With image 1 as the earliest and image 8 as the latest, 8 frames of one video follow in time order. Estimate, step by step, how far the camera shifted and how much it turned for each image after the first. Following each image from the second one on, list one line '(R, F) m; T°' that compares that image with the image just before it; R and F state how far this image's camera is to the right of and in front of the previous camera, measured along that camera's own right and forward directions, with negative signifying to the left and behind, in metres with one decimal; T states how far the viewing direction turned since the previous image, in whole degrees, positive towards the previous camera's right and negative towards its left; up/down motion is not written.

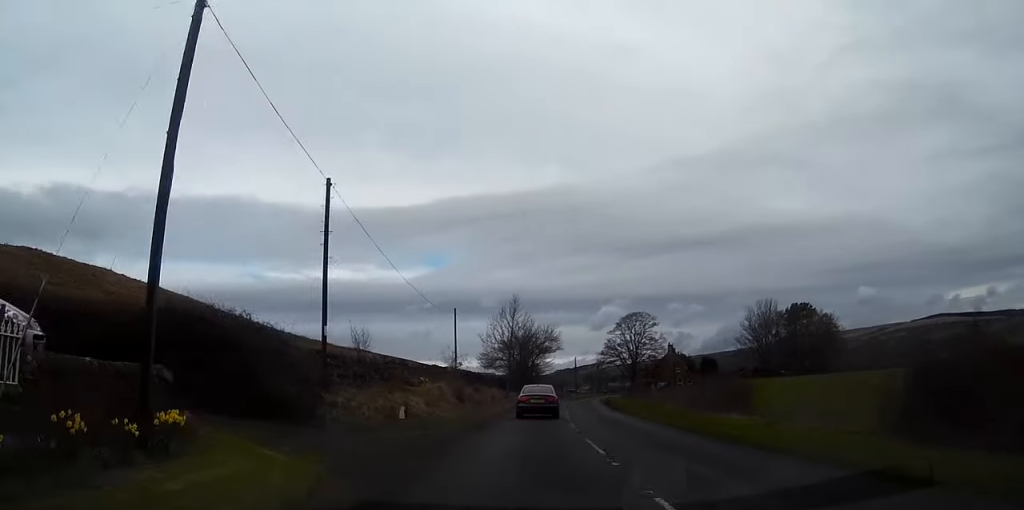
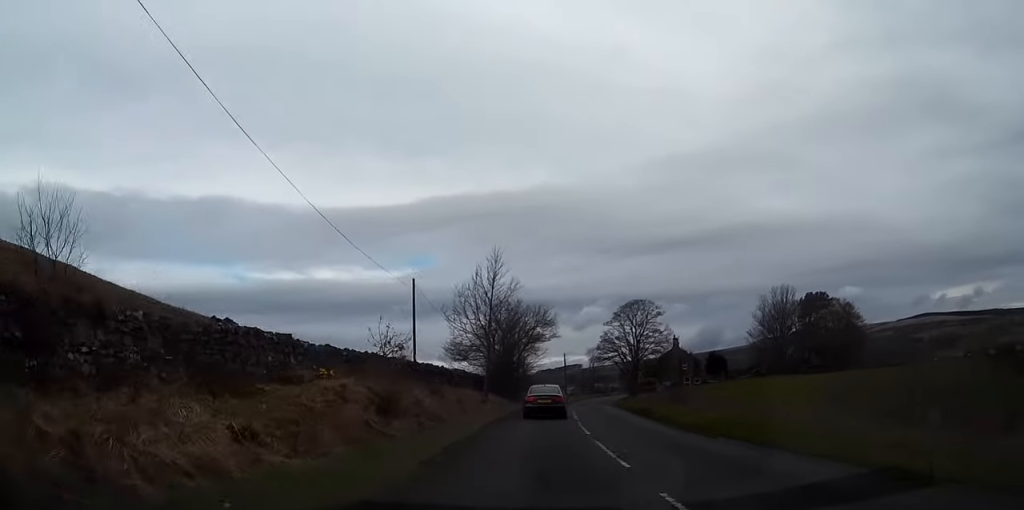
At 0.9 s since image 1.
(-0.1, +18.1) m; +1°
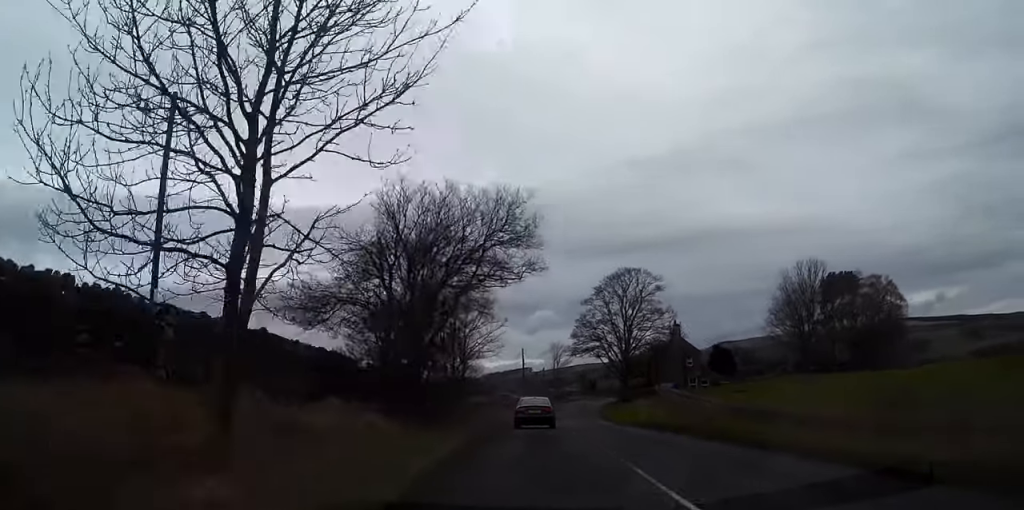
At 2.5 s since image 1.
(+1.0, +31.6) m; +4°
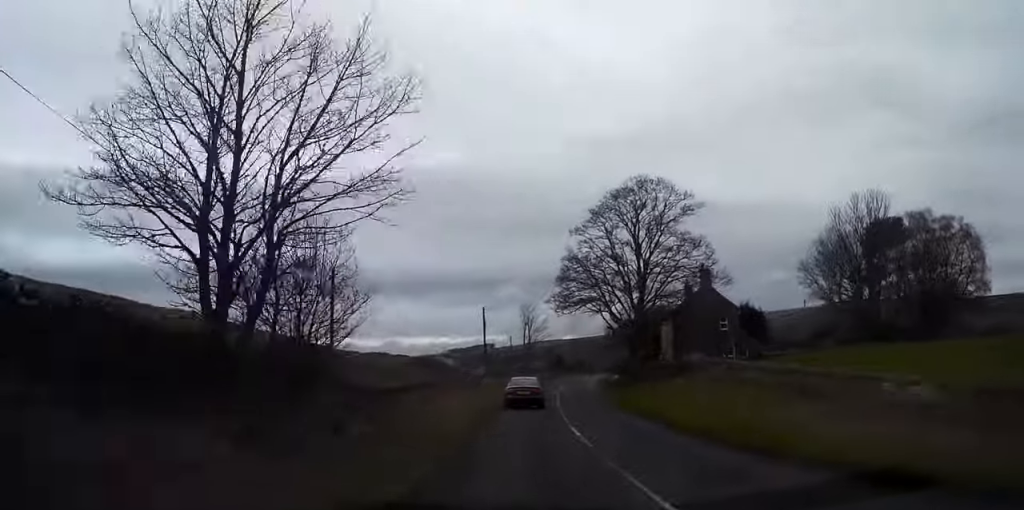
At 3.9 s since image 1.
(+0.6, +26.8) m; +2°
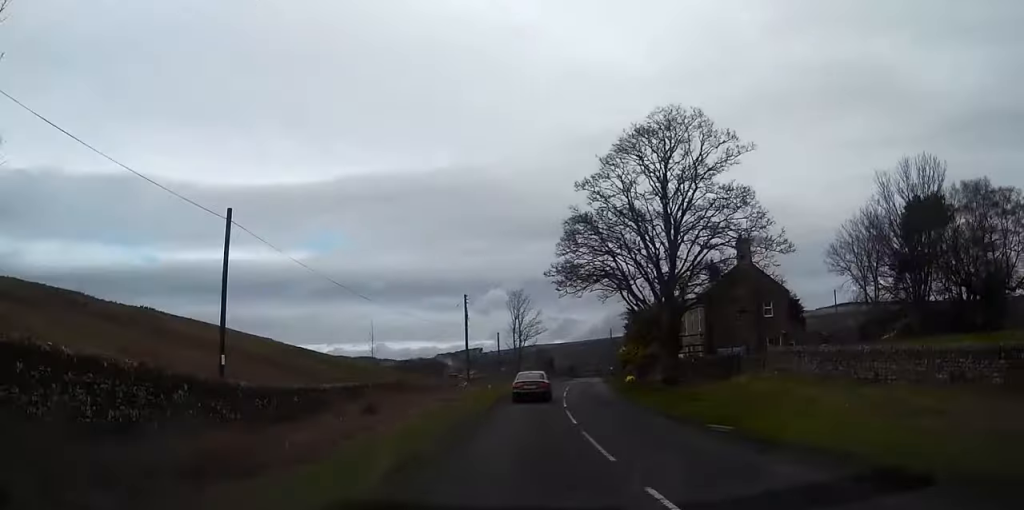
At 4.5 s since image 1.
(+0.2, +13.1) m; +1°
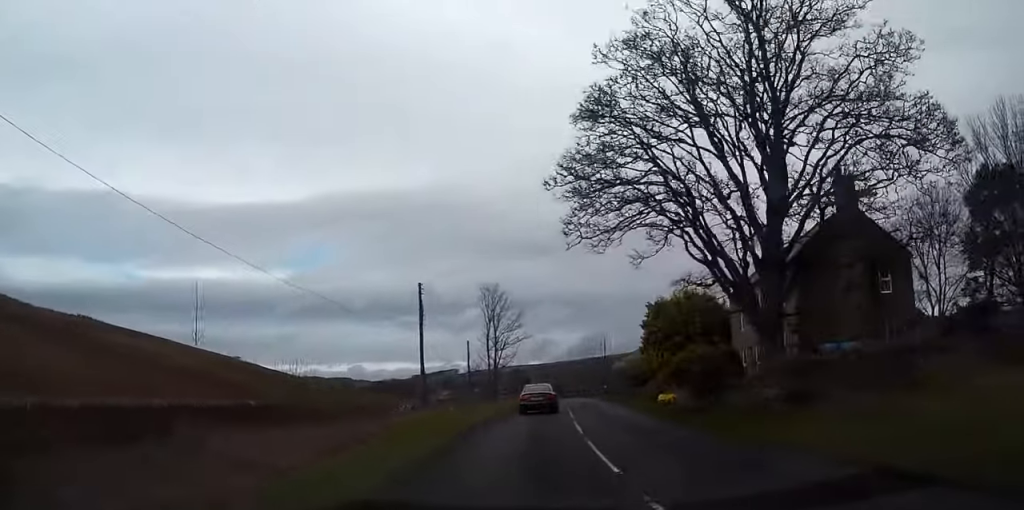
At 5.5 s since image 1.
(+0.2, +18.3) m; +2°
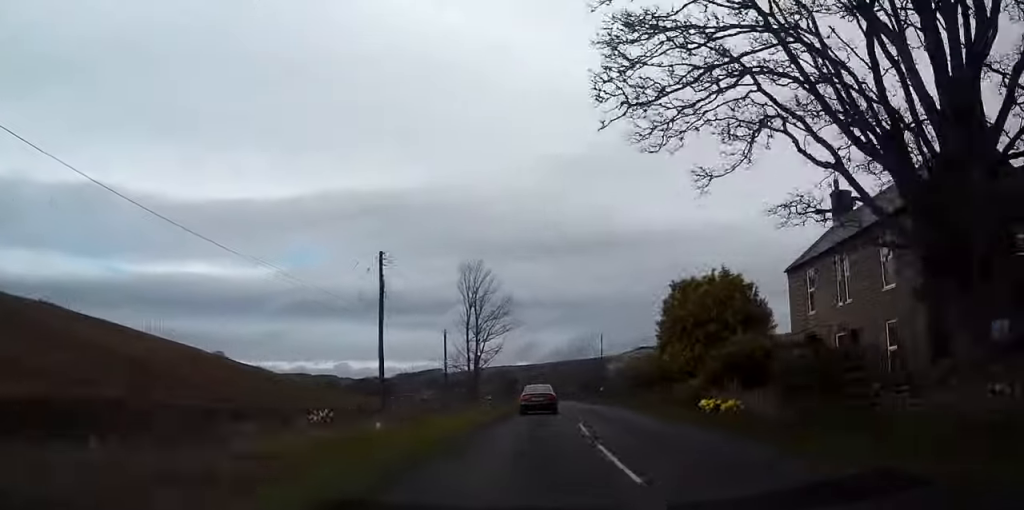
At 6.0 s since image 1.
(-0.1, +10.5) m; +1°
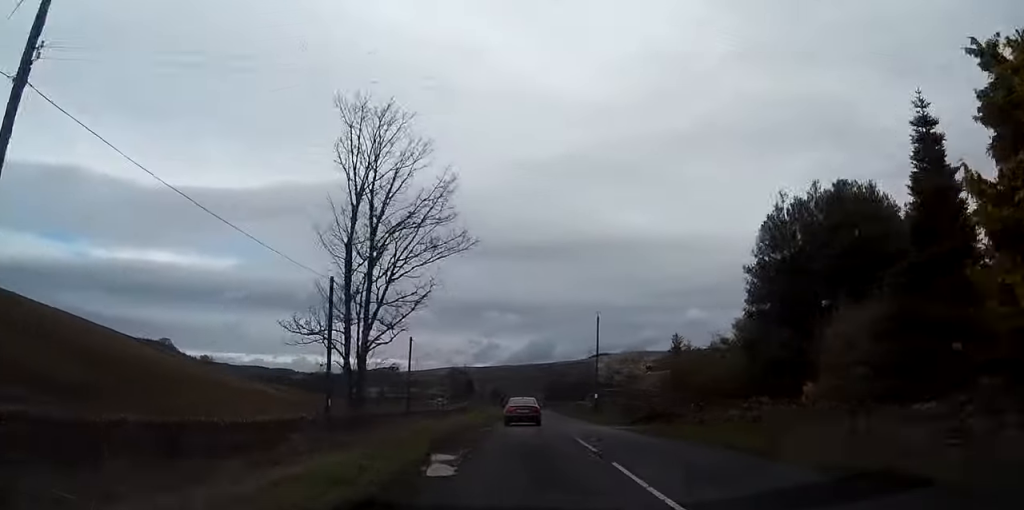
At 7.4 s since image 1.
(+1.2, +28.6) m; +4°
